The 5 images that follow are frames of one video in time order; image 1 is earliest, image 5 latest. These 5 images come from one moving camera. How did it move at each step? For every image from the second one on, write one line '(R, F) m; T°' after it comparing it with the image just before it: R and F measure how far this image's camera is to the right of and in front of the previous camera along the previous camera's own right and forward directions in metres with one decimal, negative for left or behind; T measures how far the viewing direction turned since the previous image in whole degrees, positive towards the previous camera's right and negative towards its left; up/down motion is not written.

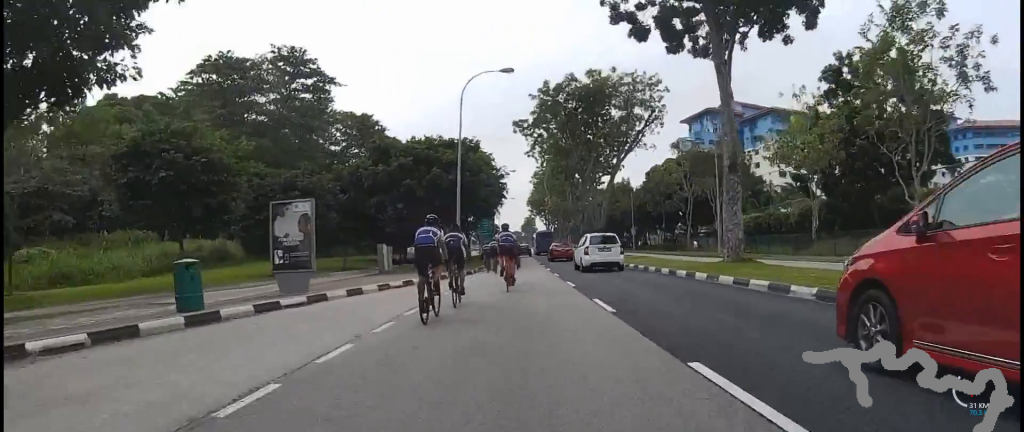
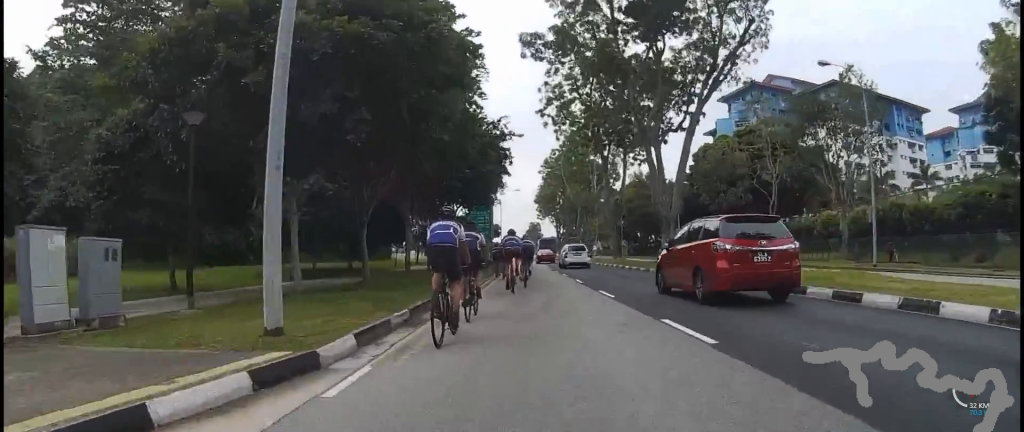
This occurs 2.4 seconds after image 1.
(-2.1, +22.5) m; -8°
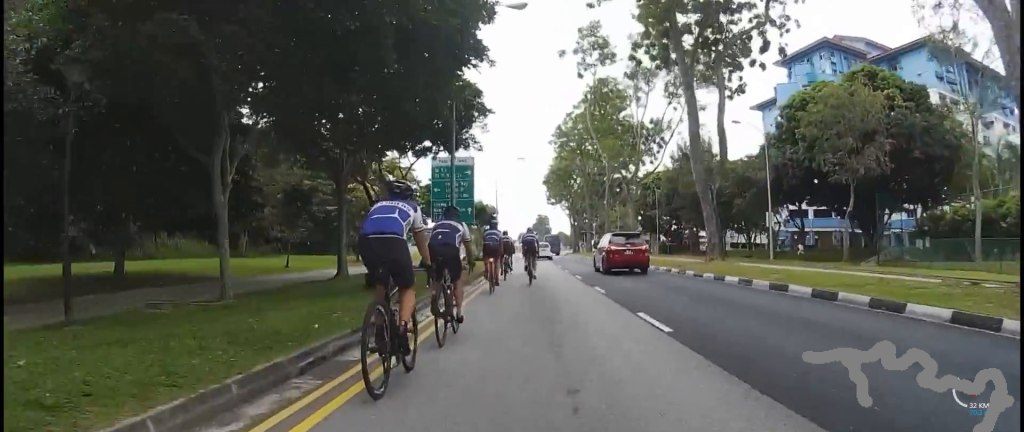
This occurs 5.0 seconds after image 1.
(-0.7, +24.2) m; -4°
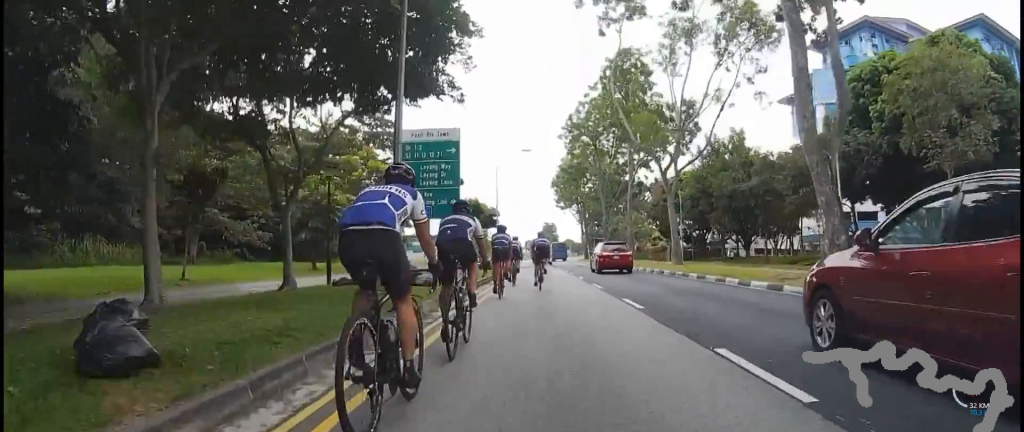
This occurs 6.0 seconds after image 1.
(+0.6, +9.5) m; +4°
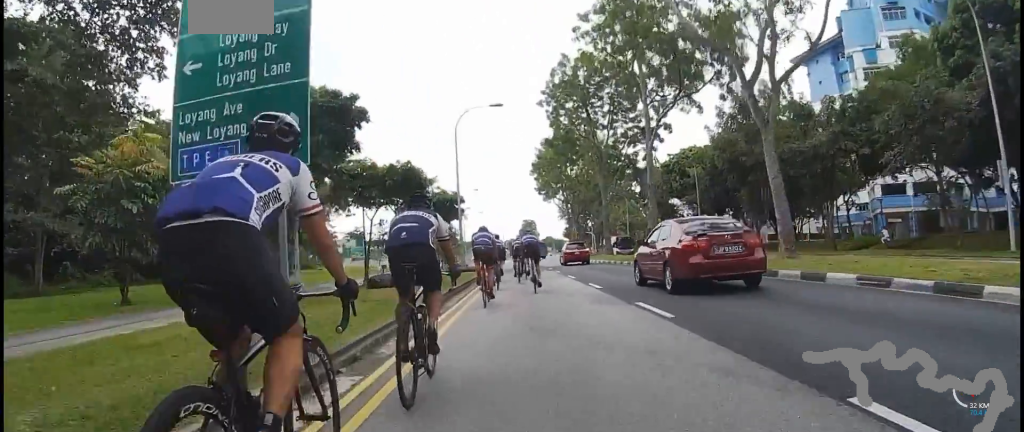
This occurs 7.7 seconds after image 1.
(-0.1, +14.8) m; 0°
